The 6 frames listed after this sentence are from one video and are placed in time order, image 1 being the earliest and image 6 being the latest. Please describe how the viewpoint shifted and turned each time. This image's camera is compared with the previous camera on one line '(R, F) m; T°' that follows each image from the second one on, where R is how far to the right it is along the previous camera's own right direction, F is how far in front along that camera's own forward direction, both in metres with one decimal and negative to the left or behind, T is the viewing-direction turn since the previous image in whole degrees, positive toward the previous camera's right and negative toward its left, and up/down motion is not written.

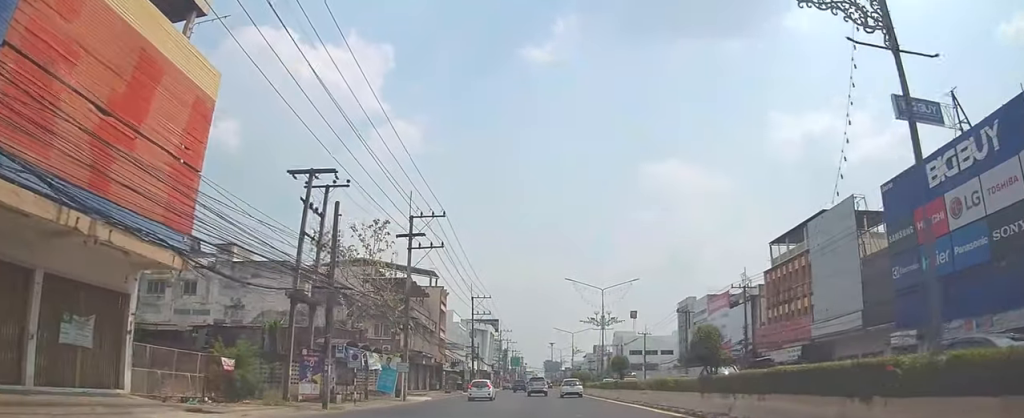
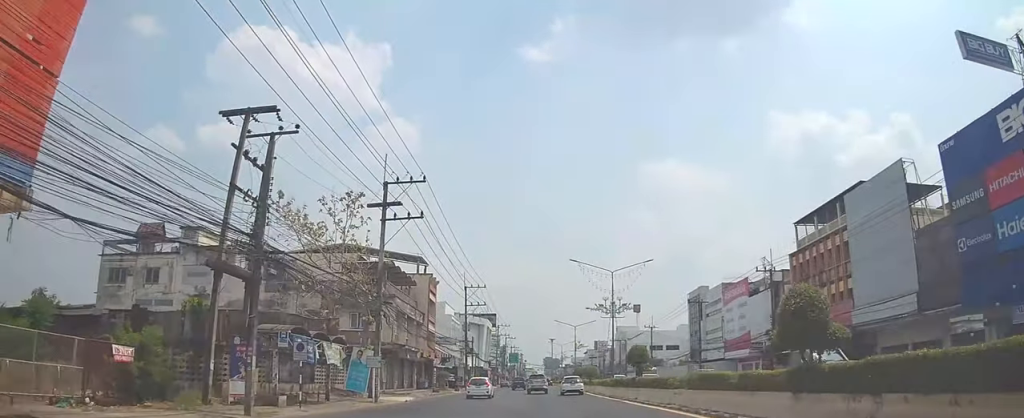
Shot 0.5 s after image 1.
(-0.1, +7.1) m; 0°
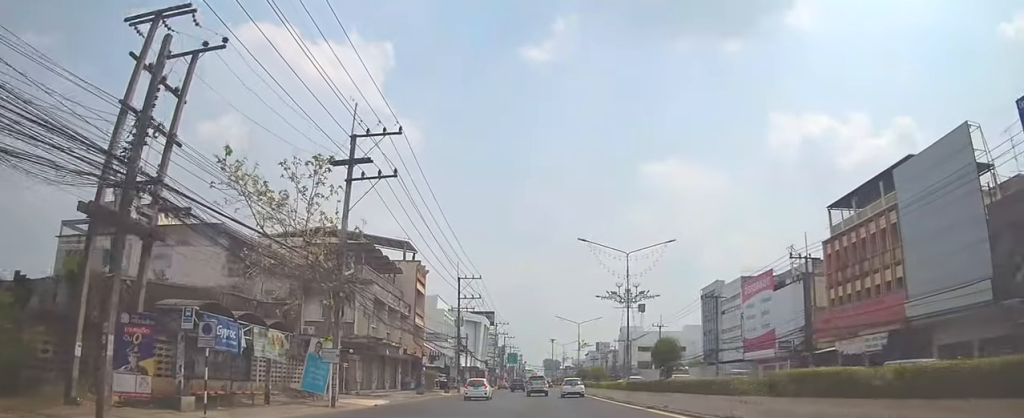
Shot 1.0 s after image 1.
(-0.3, +7.1) m; -1°
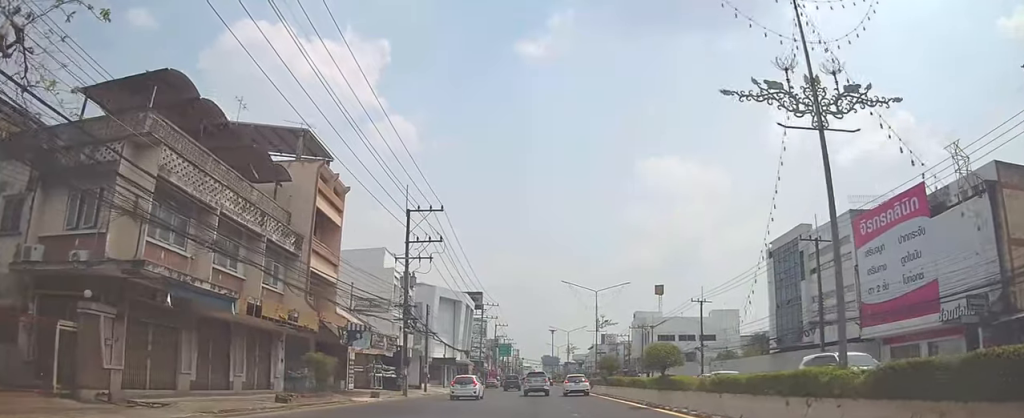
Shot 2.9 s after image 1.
(+0.4, +24.5) m; +1°
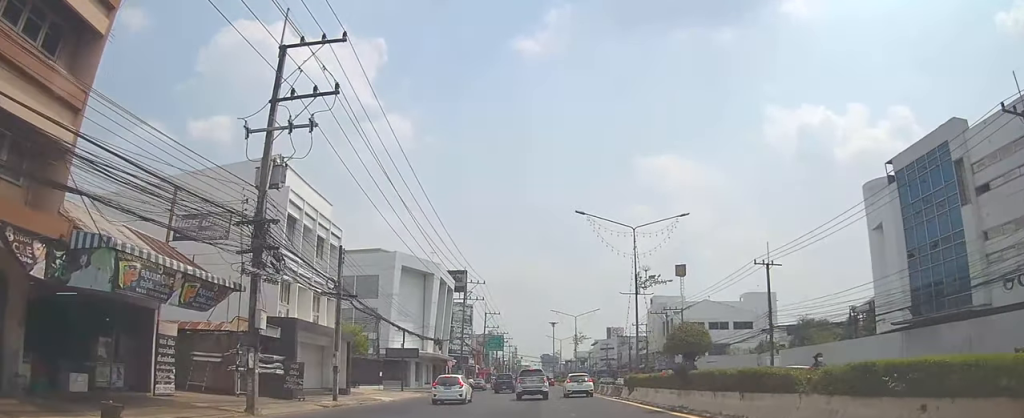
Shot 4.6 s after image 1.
(0.0, +20.8) m; 0°
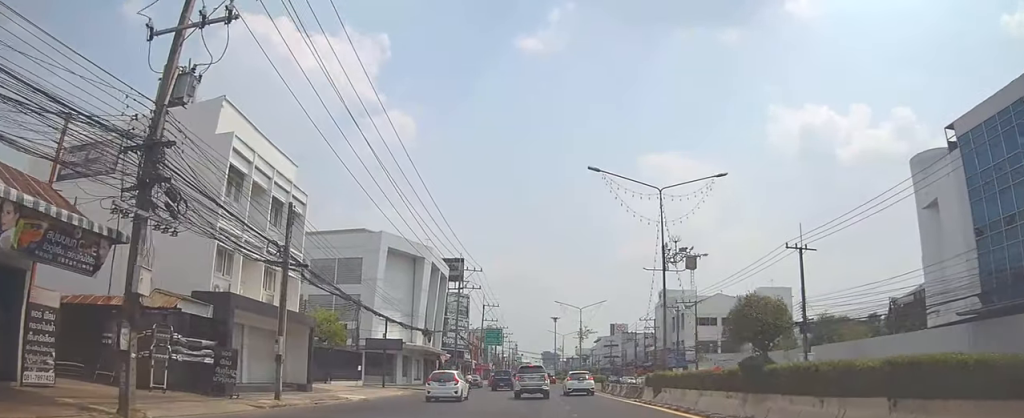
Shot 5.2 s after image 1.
(0.0, +6.6) m; 0°
